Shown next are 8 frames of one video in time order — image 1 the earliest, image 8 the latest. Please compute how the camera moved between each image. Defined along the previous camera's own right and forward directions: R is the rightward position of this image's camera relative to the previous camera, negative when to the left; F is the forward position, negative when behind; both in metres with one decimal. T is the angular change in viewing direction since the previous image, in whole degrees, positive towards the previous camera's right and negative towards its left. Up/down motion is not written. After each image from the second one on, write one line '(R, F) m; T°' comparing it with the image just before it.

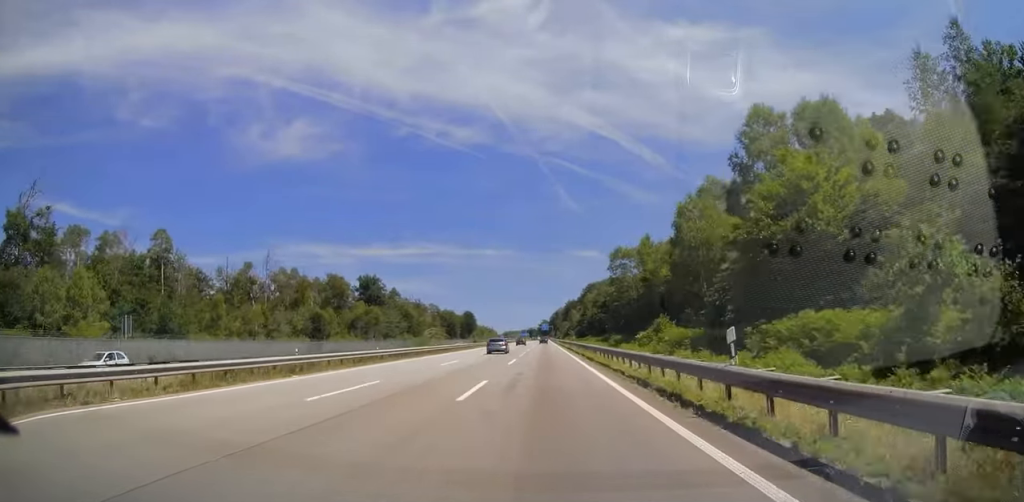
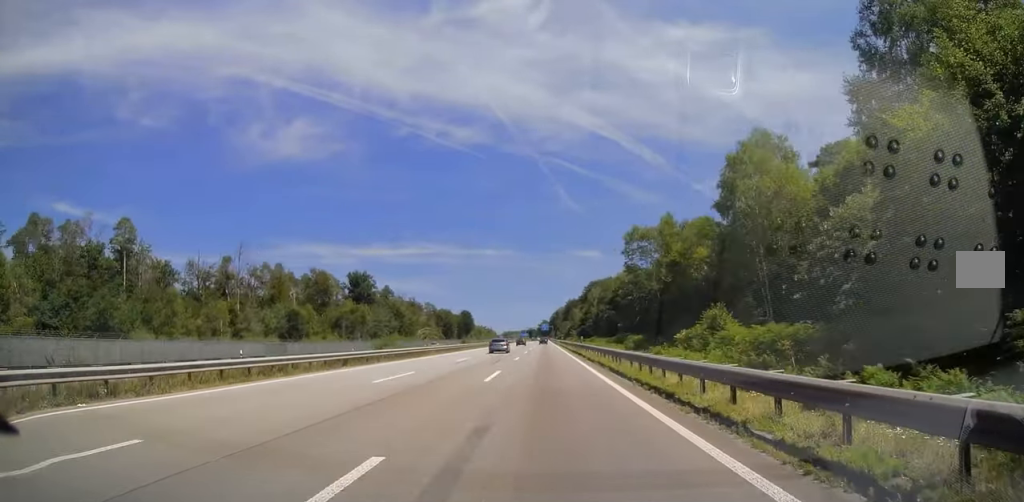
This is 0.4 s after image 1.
(-0.1, +12.3) m; 0°
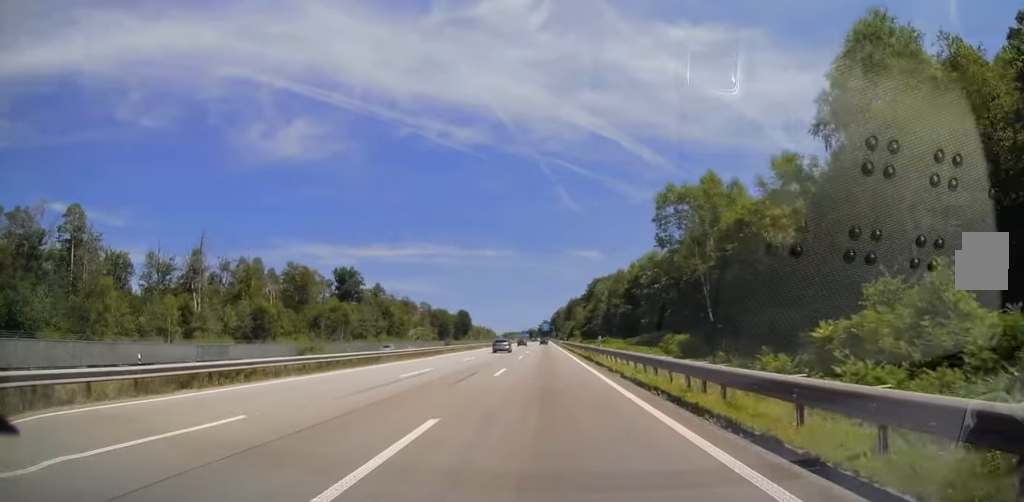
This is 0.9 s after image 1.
(+0.2, +14.8) m; 0°
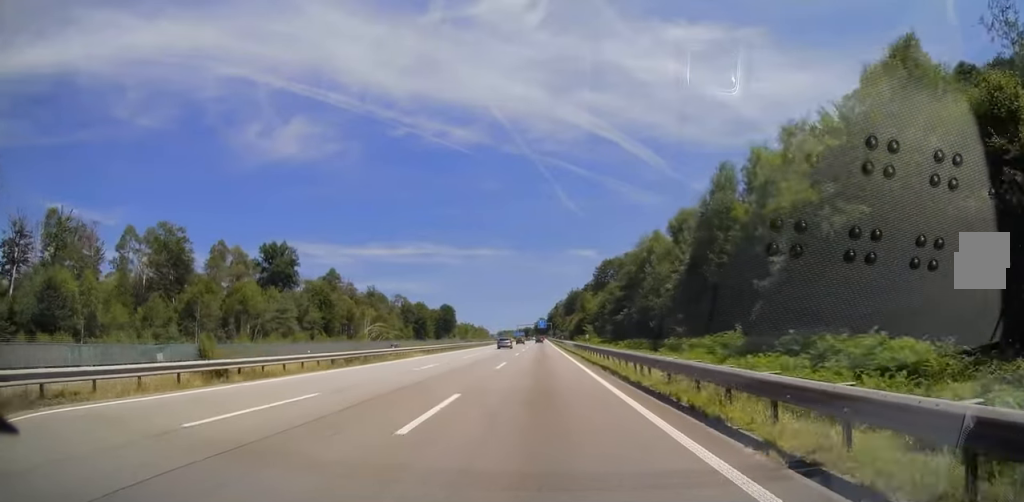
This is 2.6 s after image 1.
(-0.4, +49.9) m; -1°
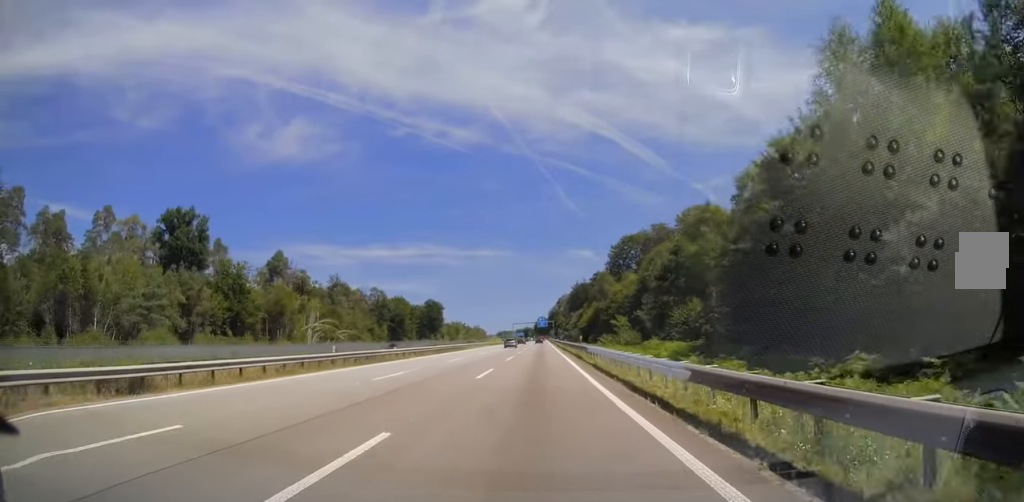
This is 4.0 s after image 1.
(+0.5, +41.8) m; +1°
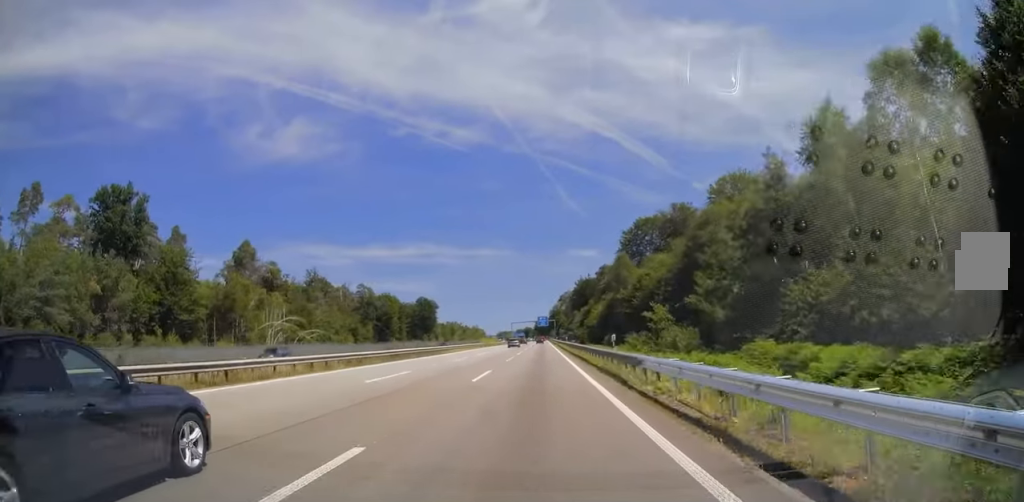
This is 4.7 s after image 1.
(+0.1, +19.2) m; 0°
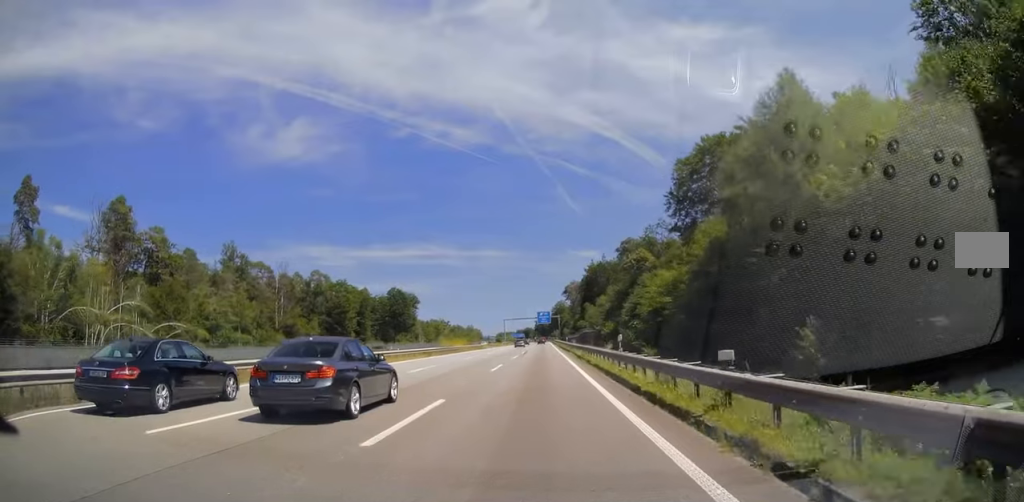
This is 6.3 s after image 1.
(-0.6, +47.7) m; 0°
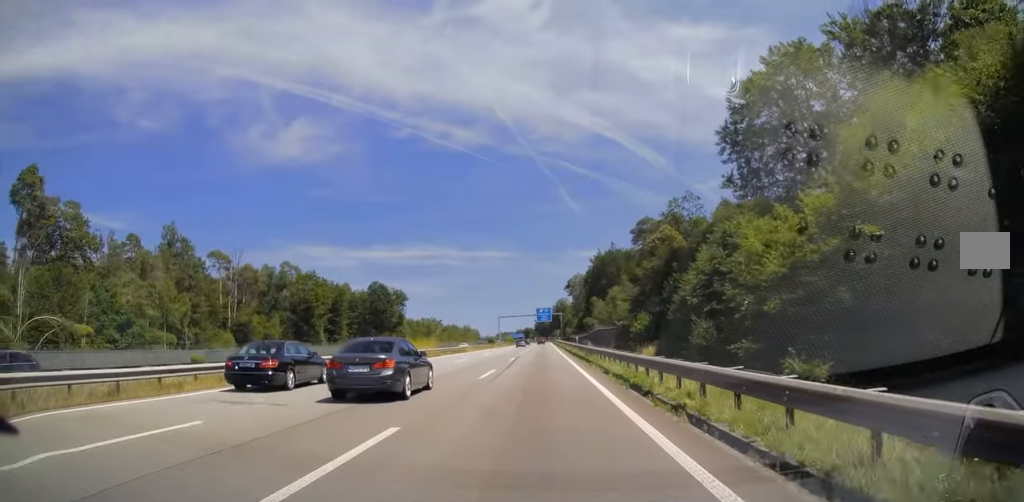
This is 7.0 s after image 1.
(+0.3, +22.1) m; 0°
